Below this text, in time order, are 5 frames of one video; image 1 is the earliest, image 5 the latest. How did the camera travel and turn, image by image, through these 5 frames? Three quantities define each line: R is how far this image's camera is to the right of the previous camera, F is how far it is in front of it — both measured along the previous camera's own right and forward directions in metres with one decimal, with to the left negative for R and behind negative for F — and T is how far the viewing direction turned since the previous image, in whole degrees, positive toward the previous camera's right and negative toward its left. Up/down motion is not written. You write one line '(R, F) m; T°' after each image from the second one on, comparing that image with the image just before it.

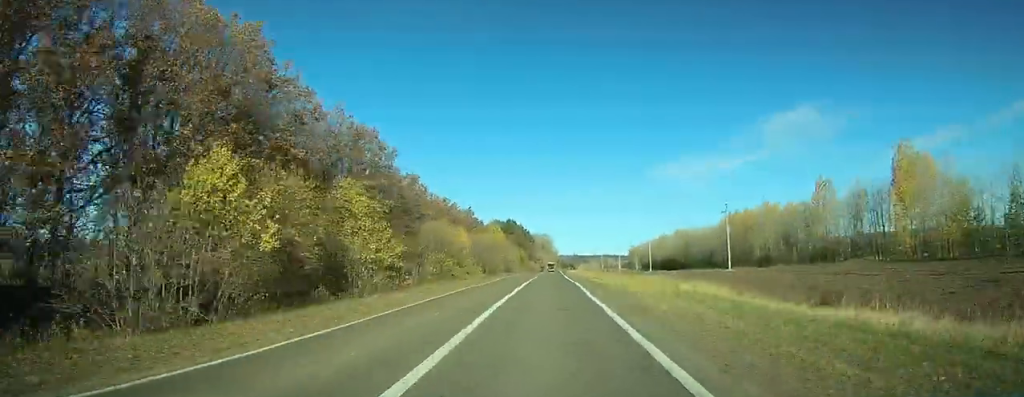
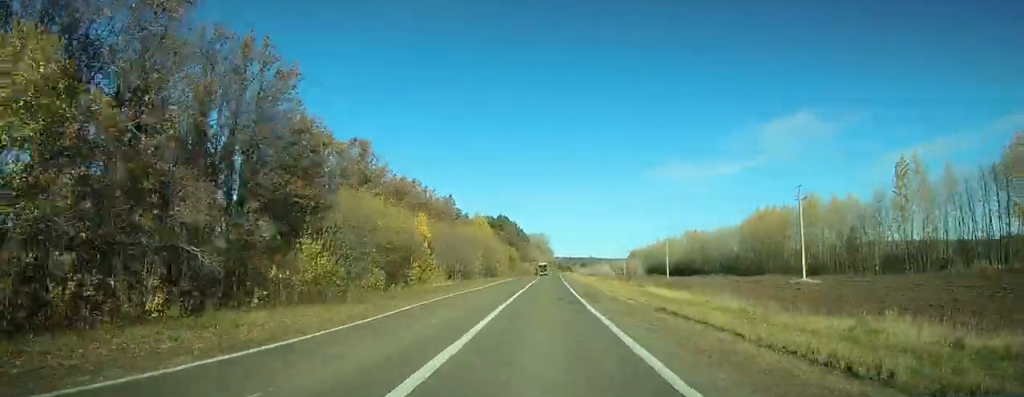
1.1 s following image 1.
(-0.5, +31.7) m; 0°
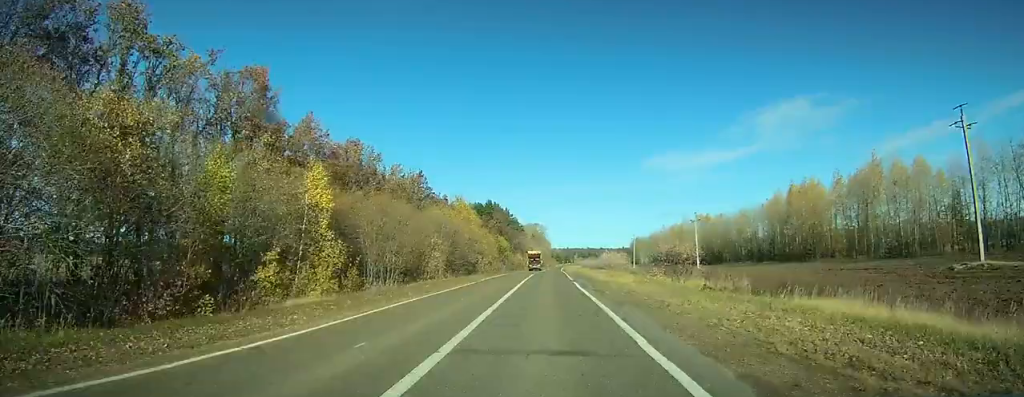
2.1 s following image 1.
(+0.7, +32.6) m; +1°
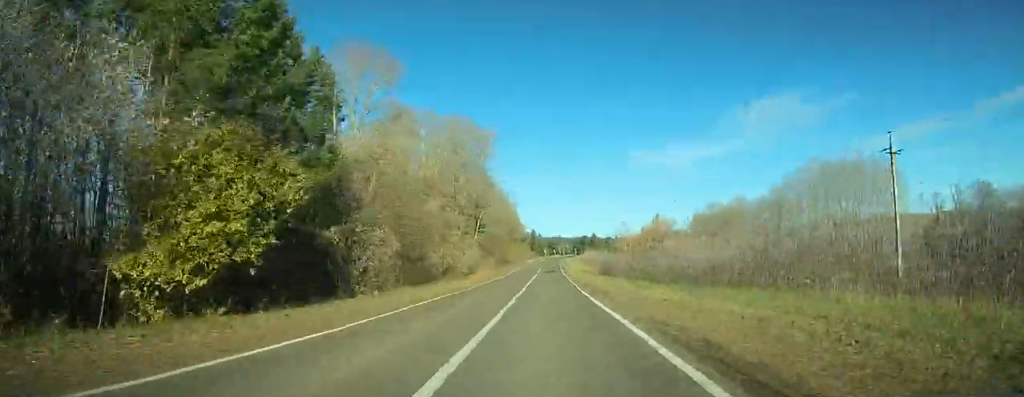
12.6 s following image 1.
(+7.0, +276.0) m; +2°
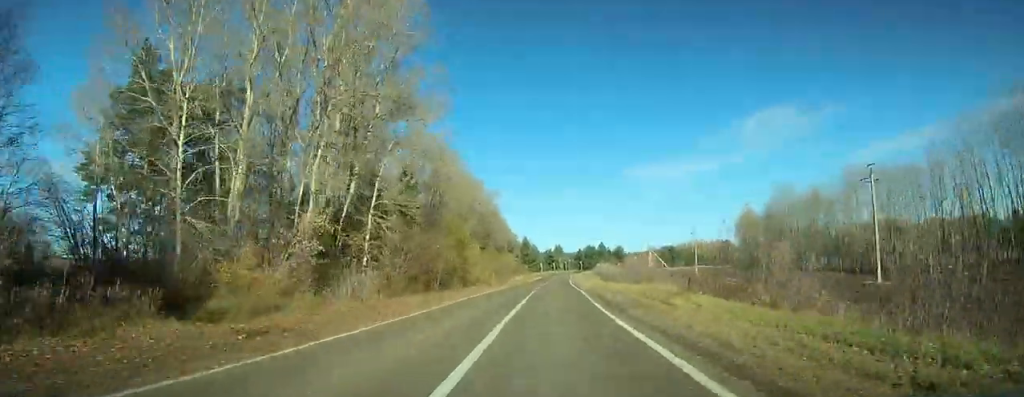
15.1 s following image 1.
(+0.8, +57.0) m; +2°
